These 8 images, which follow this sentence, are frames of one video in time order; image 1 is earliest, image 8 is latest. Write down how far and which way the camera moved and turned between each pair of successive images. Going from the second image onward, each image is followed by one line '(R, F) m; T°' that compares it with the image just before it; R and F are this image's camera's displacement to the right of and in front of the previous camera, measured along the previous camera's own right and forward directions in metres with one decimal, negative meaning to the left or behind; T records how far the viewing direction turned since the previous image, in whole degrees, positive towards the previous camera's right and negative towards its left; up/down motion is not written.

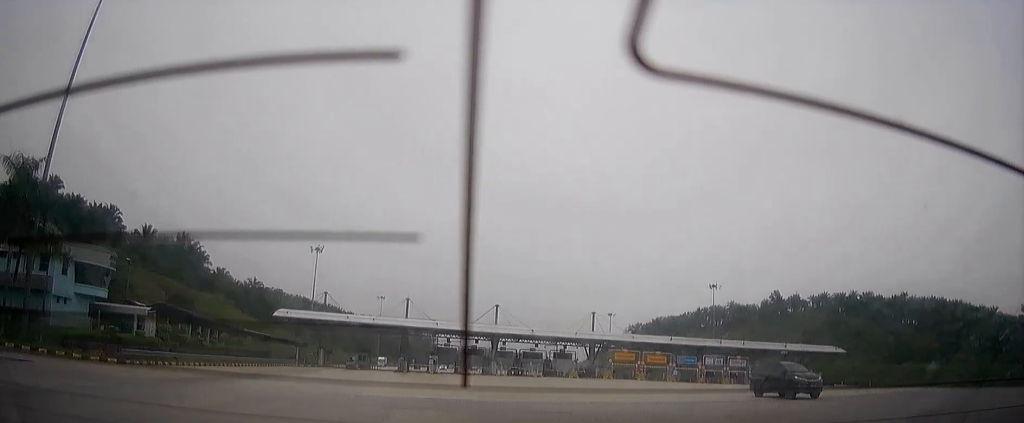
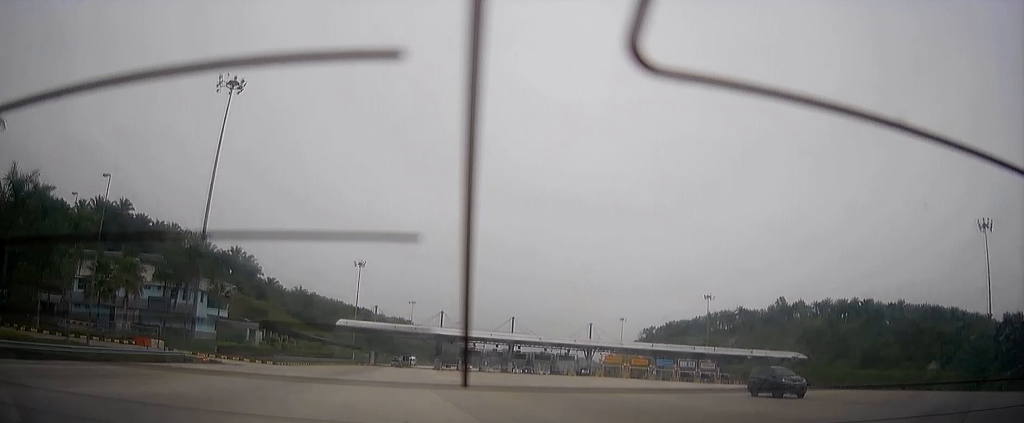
(+0.4, +26.6) m; +2°
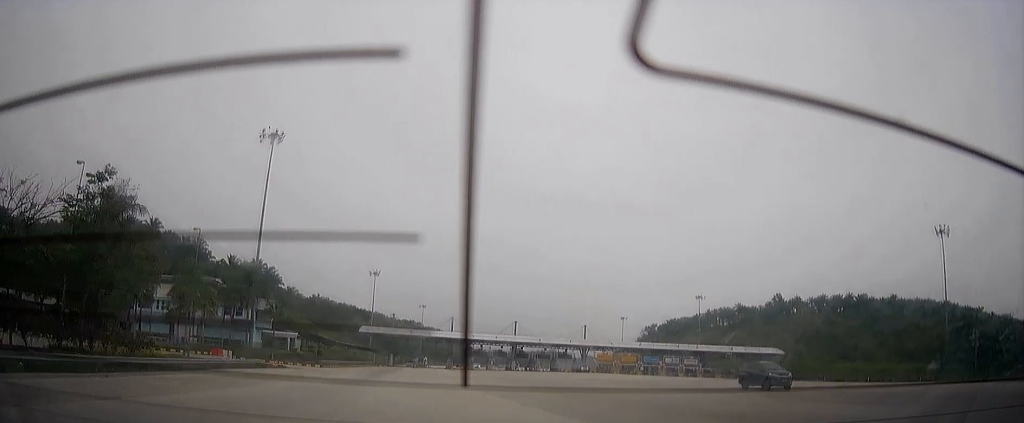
(+0.2, +15.7) m; +1°
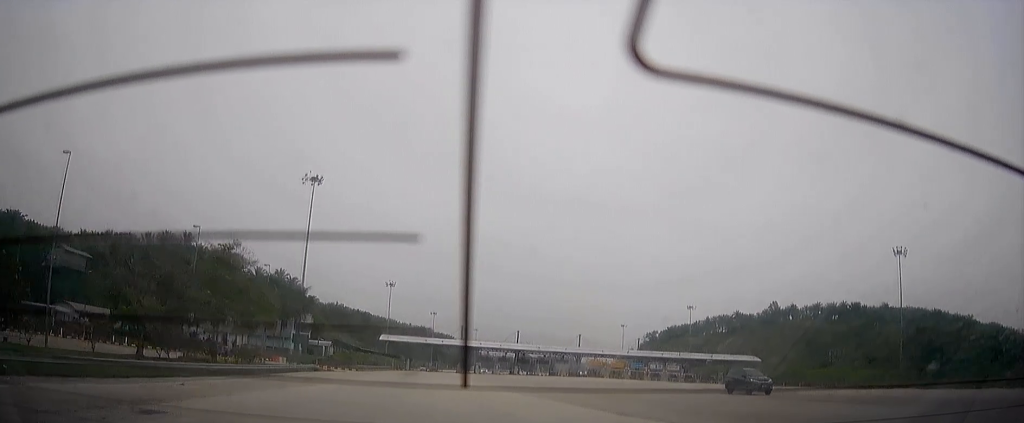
(+0.2, +18.4) m; +1°
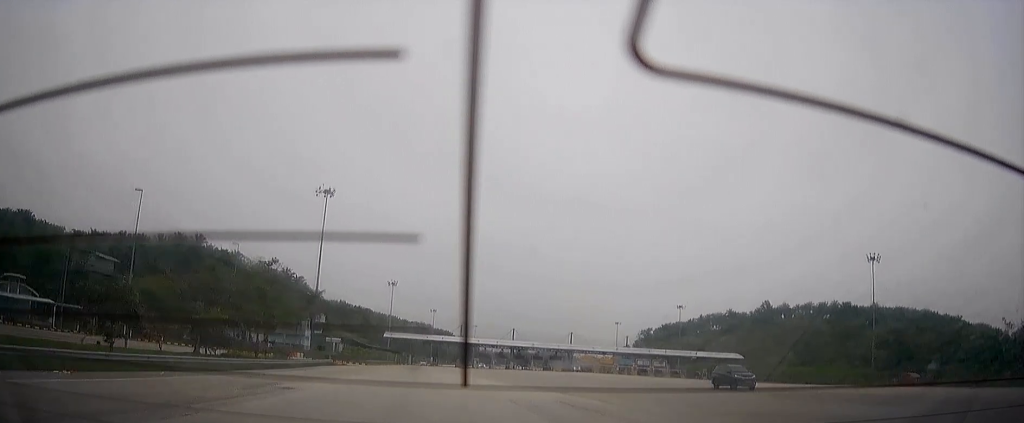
(0.0, +10.5) m; 0°
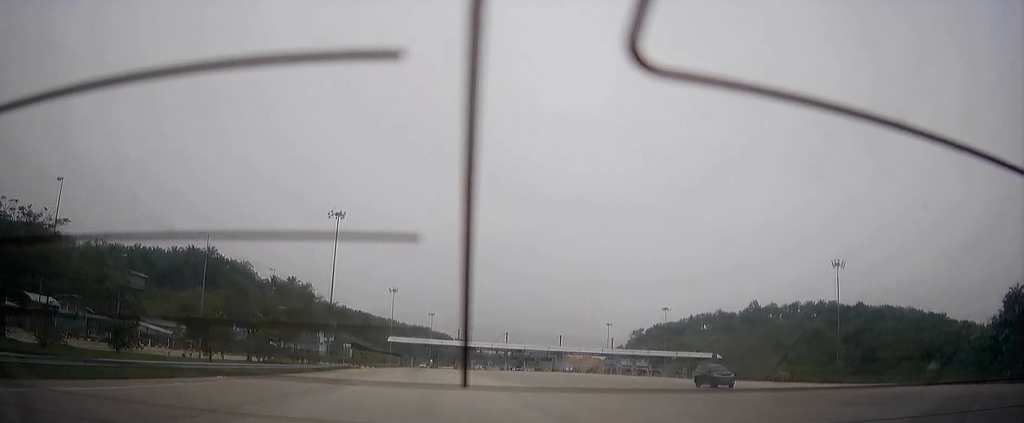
(-0.1, +14.6) m; 0°
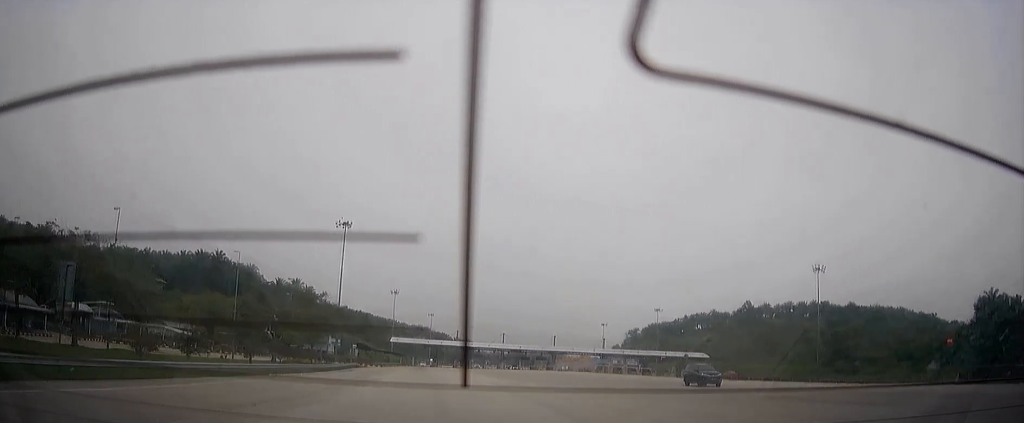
(0.0, +9.3) m; 0°
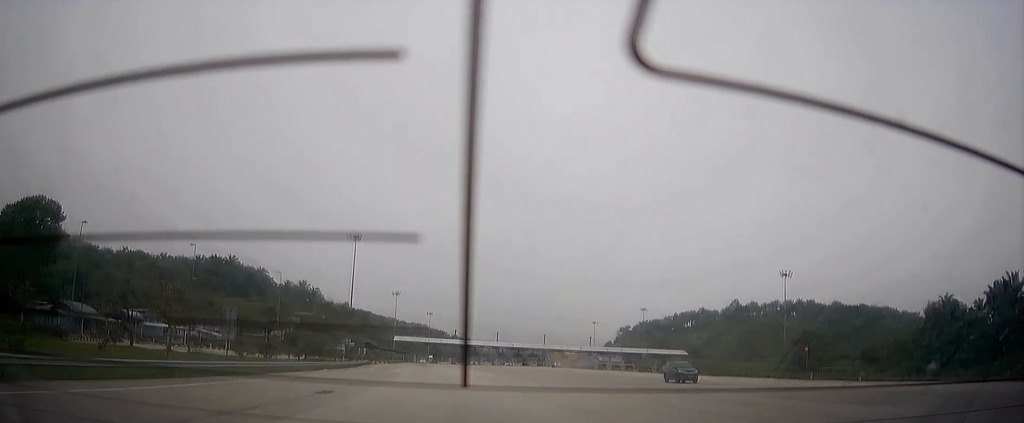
(0.0, +17.1) m; 0°
